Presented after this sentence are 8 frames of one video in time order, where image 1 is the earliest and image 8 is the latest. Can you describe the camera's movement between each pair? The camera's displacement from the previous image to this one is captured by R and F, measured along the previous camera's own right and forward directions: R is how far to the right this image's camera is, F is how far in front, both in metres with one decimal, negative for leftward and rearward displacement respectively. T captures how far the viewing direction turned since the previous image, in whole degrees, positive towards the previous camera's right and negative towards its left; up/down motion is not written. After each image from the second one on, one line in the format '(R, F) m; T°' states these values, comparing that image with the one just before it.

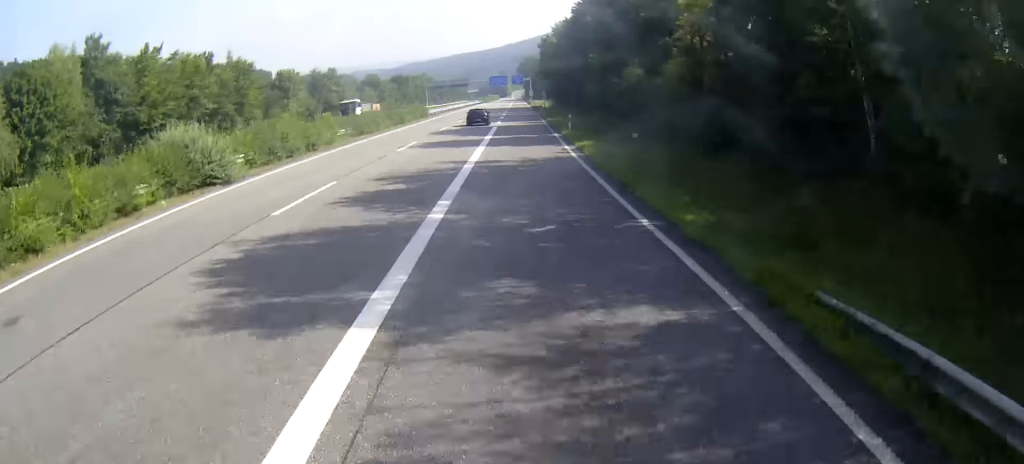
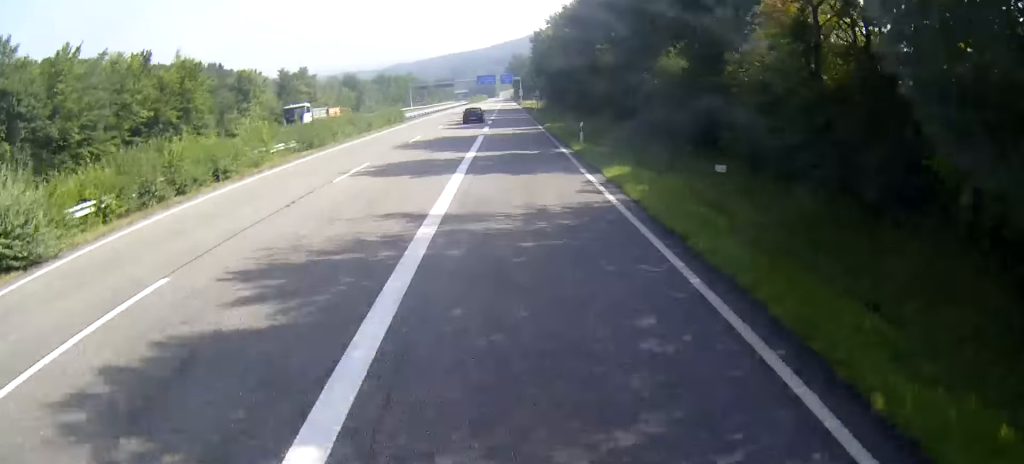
(+0.1, +11.1) m; +1°
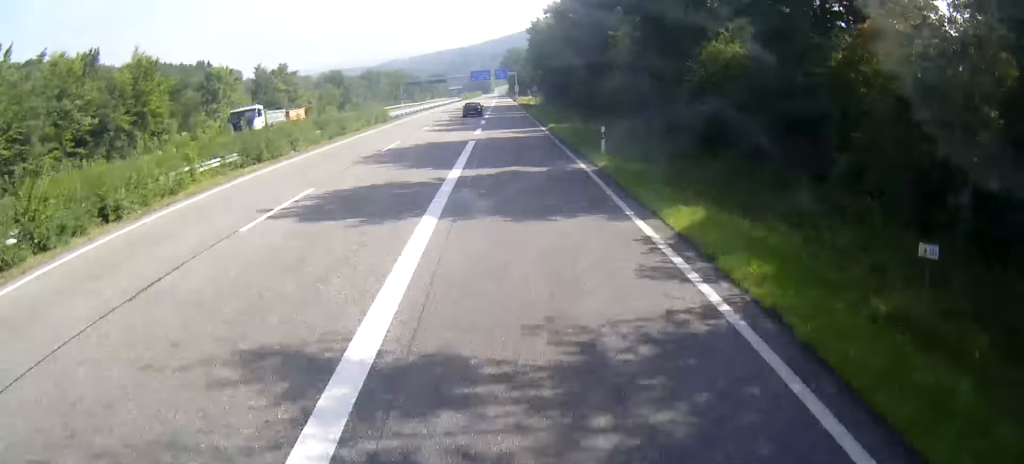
(+0.1, +8.1) m; +1°
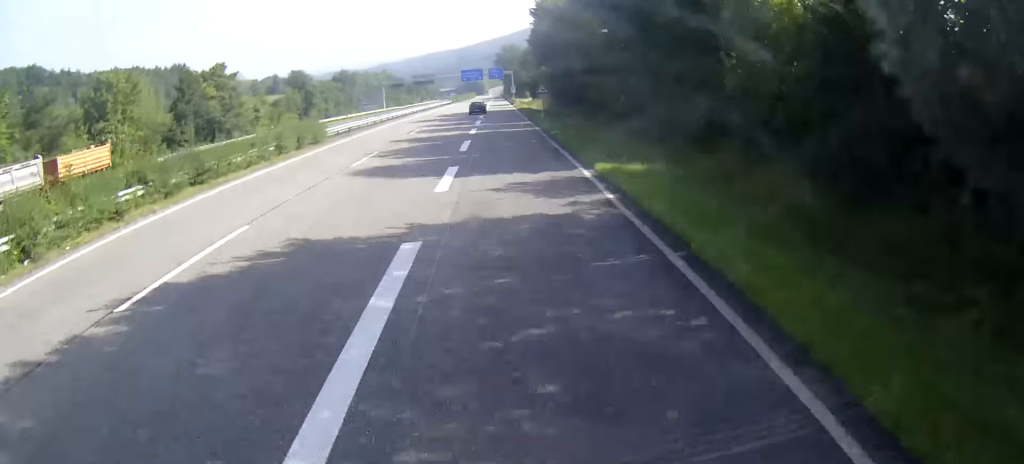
(+0.4, +23.0) m; +1°
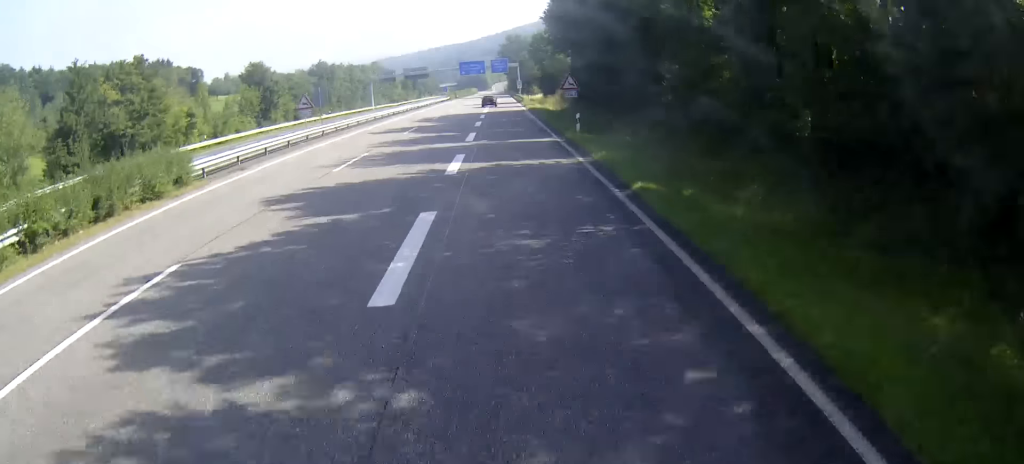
(+0.1, +21.2) m; 0°
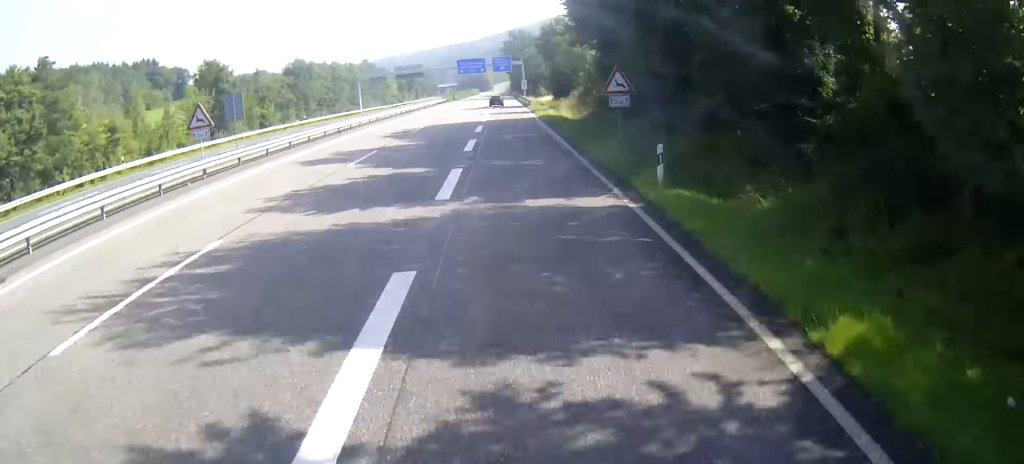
(0.0, +15.6) m; 0°
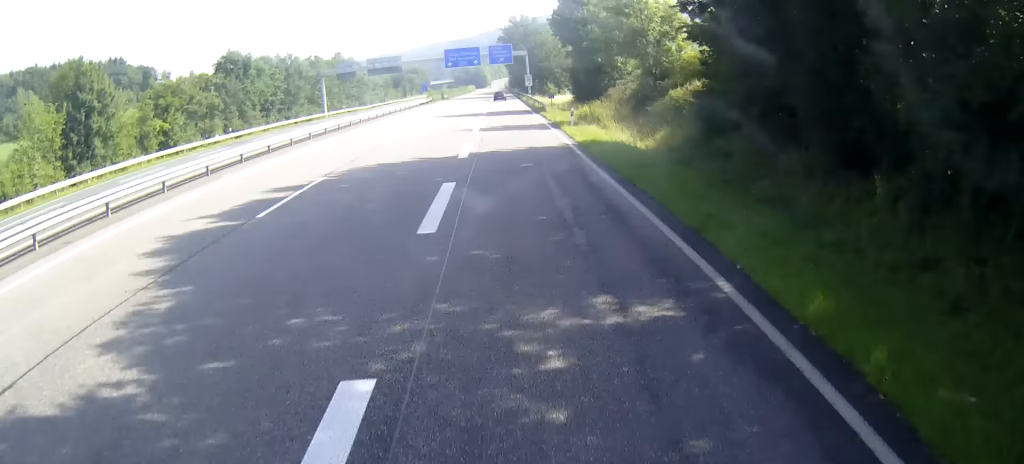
(0.0, +27.4) m; 0°
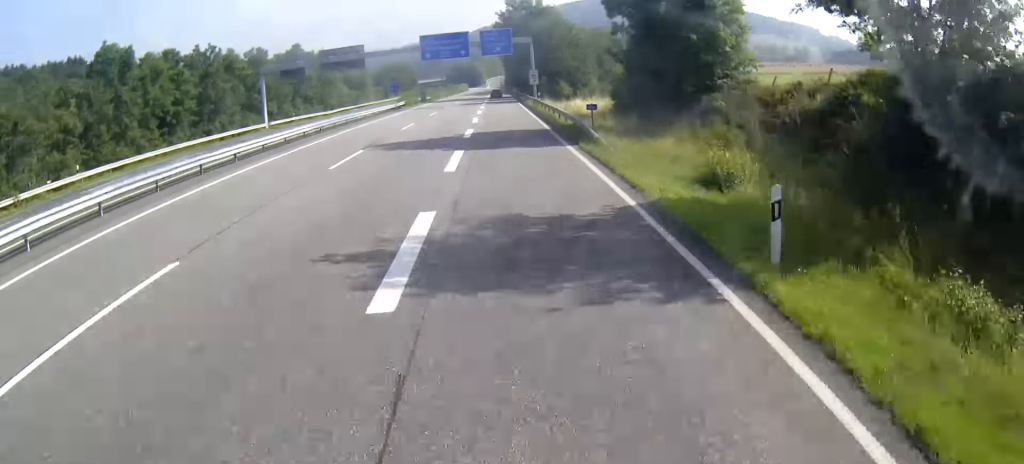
(0.0, +27.9) m; 0°
